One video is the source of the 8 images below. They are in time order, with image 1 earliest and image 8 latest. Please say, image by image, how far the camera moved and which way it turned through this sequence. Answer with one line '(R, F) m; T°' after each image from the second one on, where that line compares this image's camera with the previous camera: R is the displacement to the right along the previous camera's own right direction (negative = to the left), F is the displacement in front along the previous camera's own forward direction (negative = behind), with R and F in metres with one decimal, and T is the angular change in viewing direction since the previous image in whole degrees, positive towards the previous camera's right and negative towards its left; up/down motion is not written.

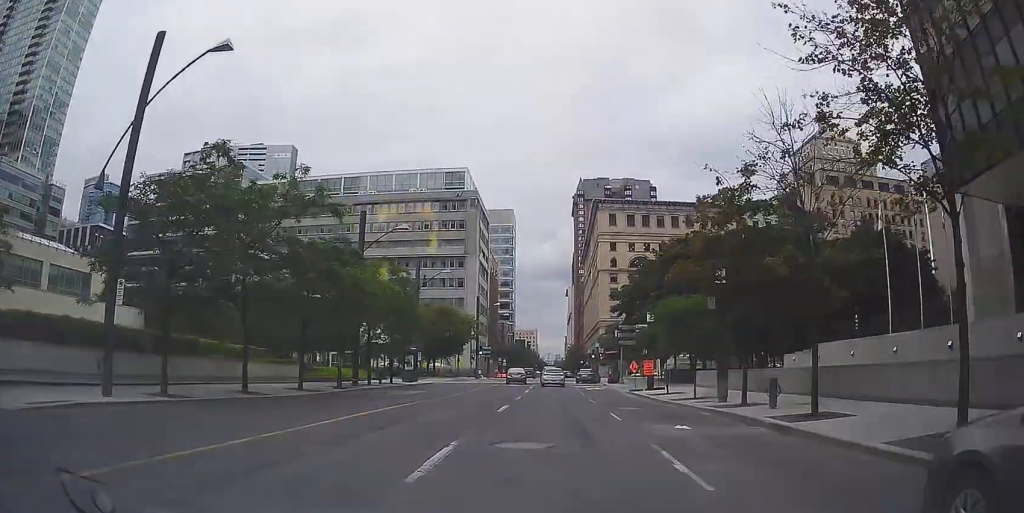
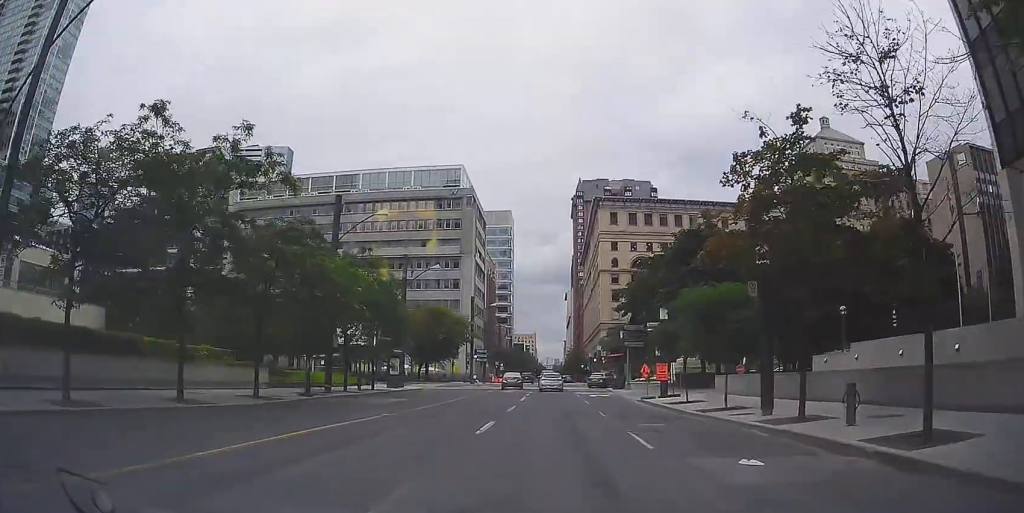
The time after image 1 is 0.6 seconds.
(+0.1, +6.1) m; -2°
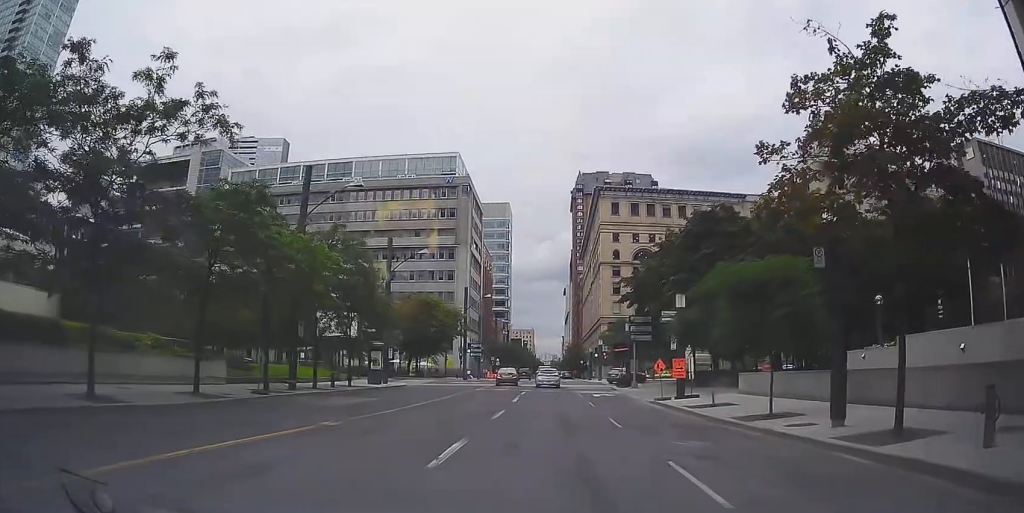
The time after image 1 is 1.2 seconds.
(-0.1, +5.7) m; -2°
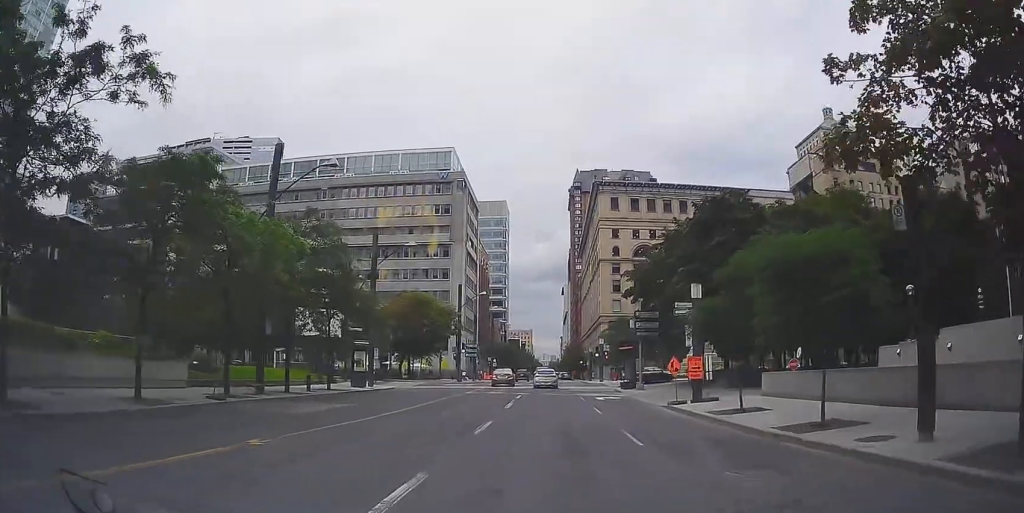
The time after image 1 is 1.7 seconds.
(-0.1, +4.3) m; -2°
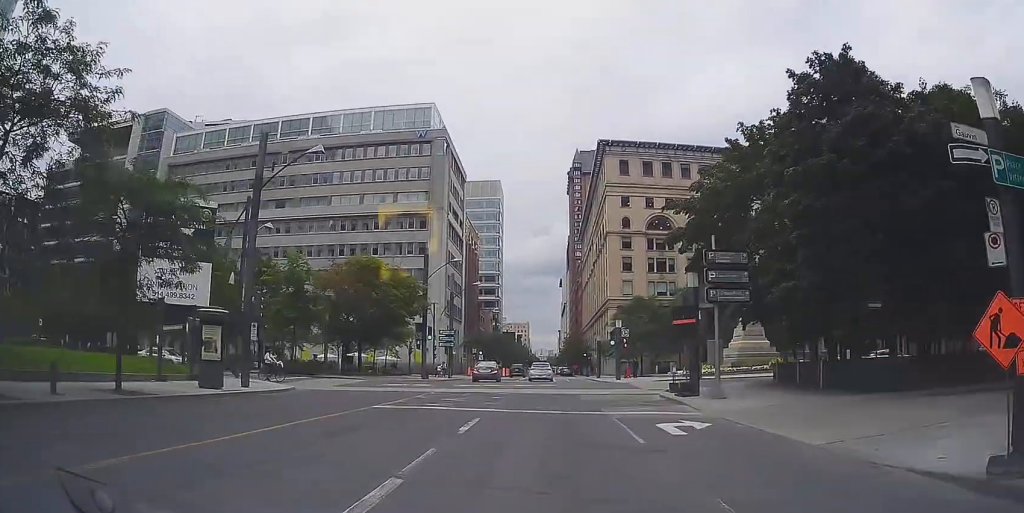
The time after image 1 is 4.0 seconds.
(-0.4, +20.4) m; -2°
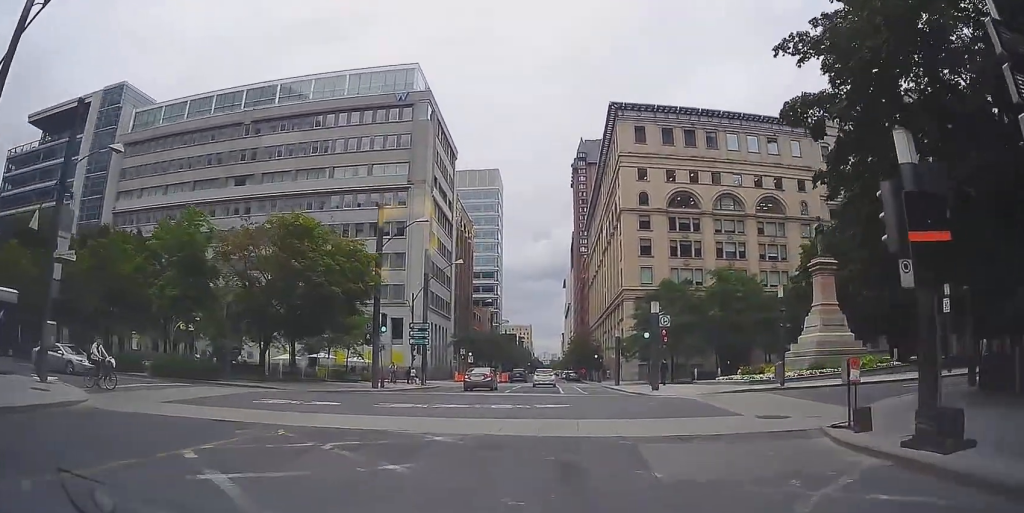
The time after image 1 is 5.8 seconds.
(0.0, +16.2) m; 0°
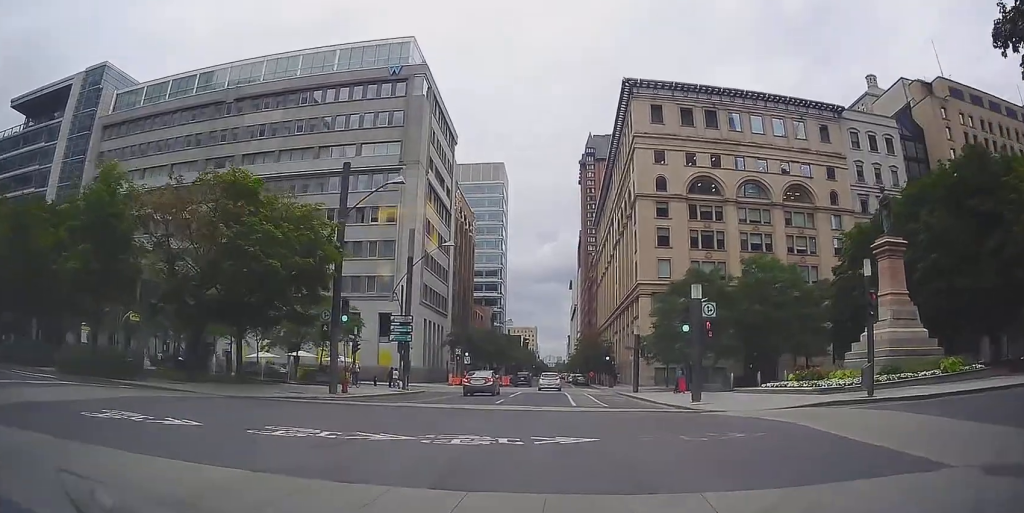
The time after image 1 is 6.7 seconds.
(-0.2, +8.6) m; 0°
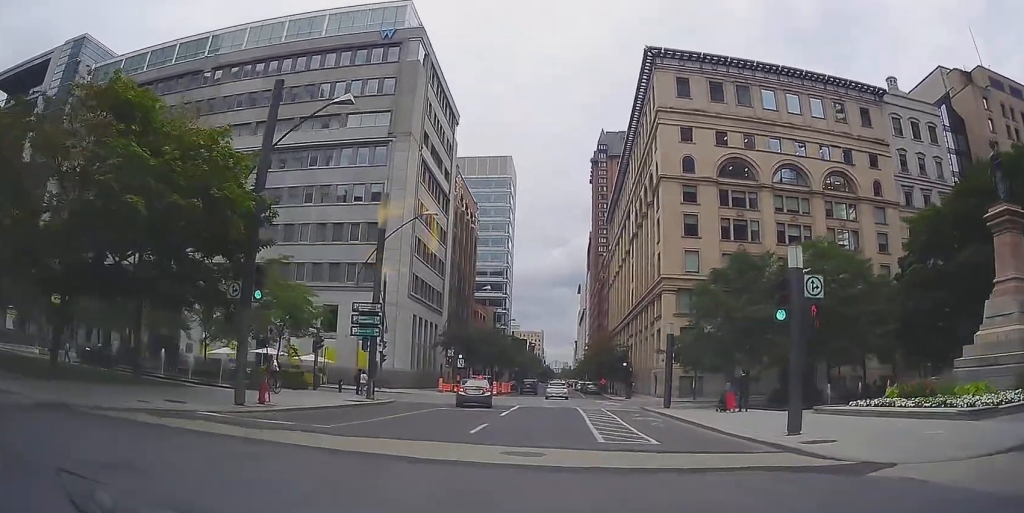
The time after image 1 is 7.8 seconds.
(+0.2, +9.9) m; 0°
